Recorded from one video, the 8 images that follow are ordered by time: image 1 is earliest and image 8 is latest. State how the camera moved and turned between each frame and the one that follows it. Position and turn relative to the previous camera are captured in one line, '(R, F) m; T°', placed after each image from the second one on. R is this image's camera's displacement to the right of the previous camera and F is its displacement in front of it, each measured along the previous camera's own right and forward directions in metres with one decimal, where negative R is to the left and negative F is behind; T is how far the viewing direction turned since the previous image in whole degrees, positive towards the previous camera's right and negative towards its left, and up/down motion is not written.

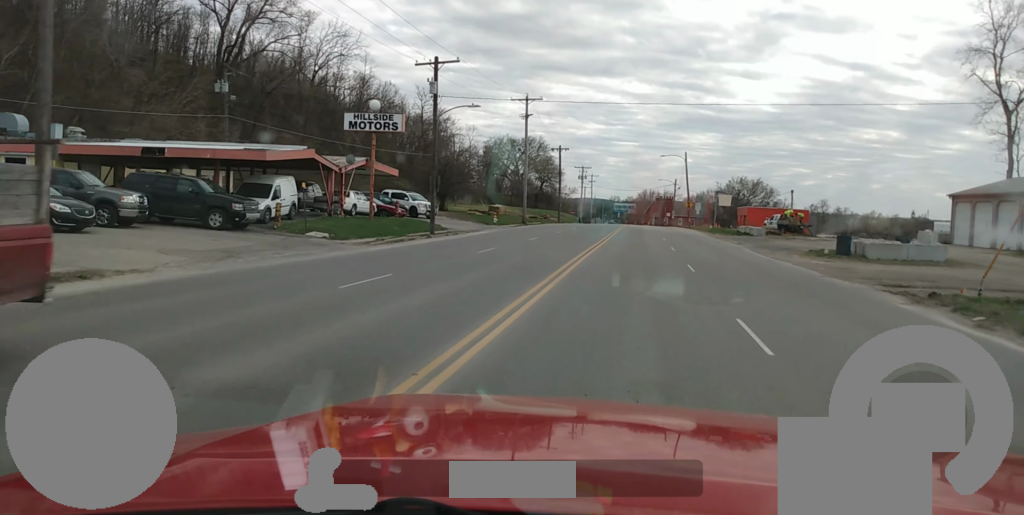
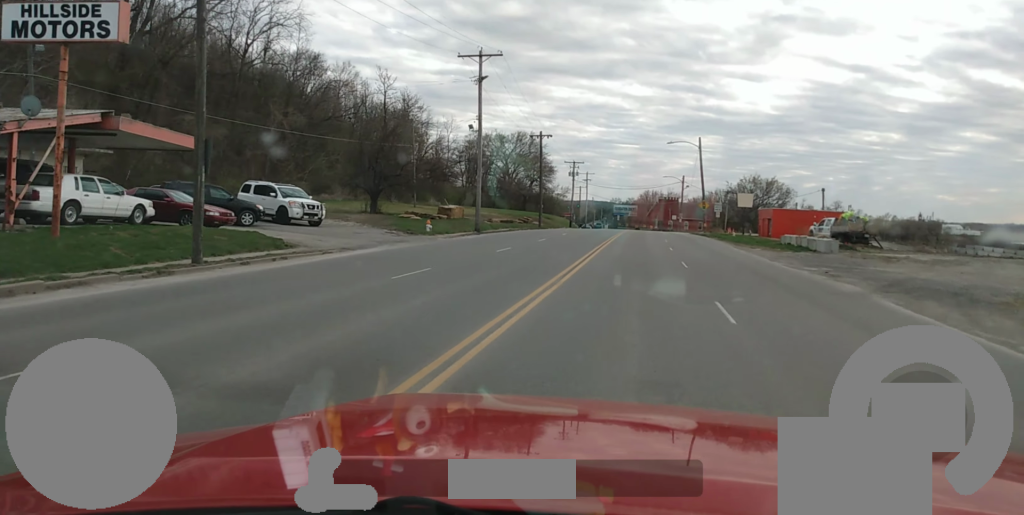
(+0.3, +22.2) m; 0°
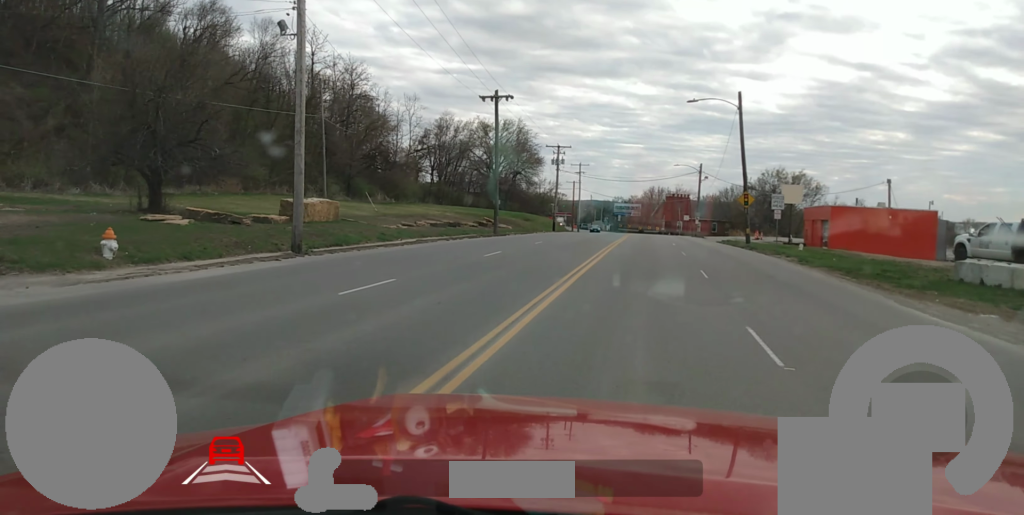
(-0.6, +28.3) m; -1°
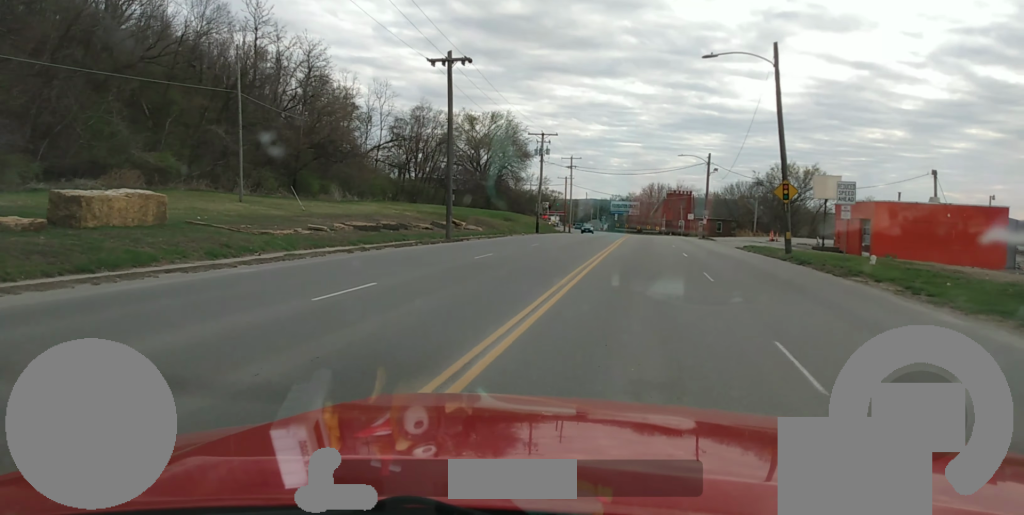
(+0.3, +13.4) m; 0°
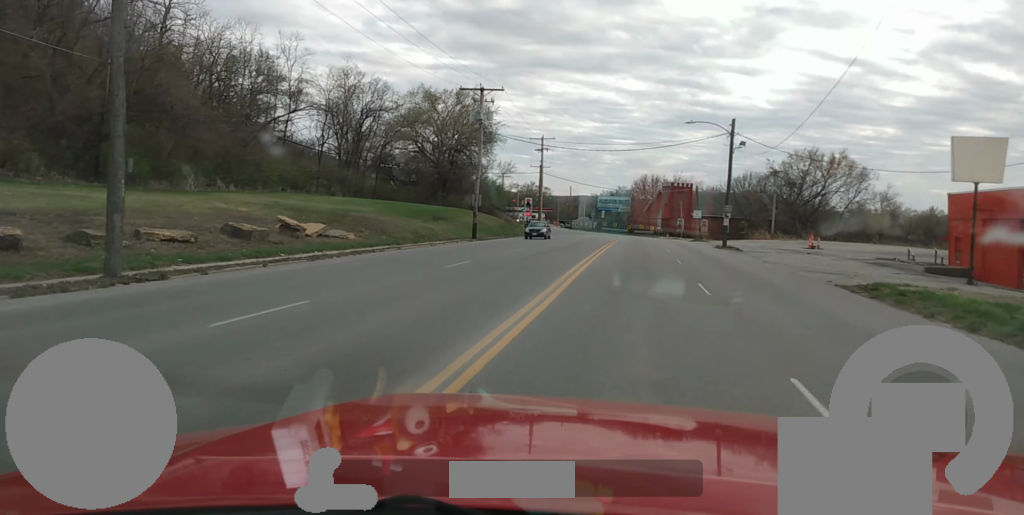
(-0.3, +27.7) m; -1°
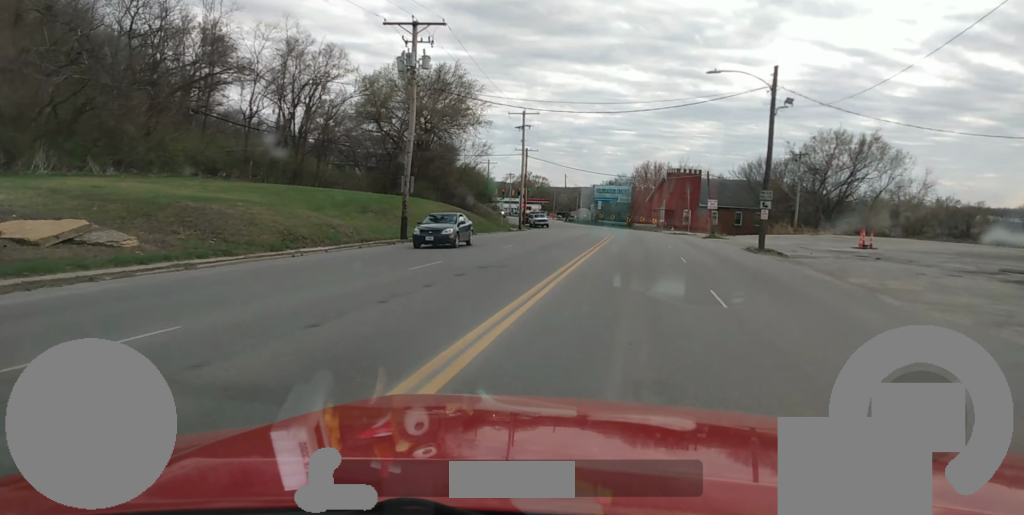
(-0.1, +16.7) m; -1°
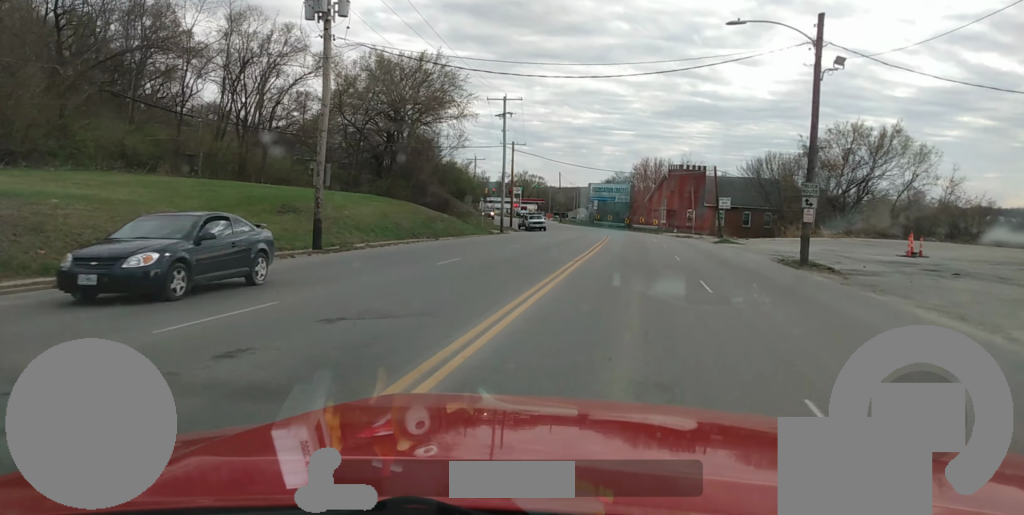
(-0.1, +9.5) m; -1°
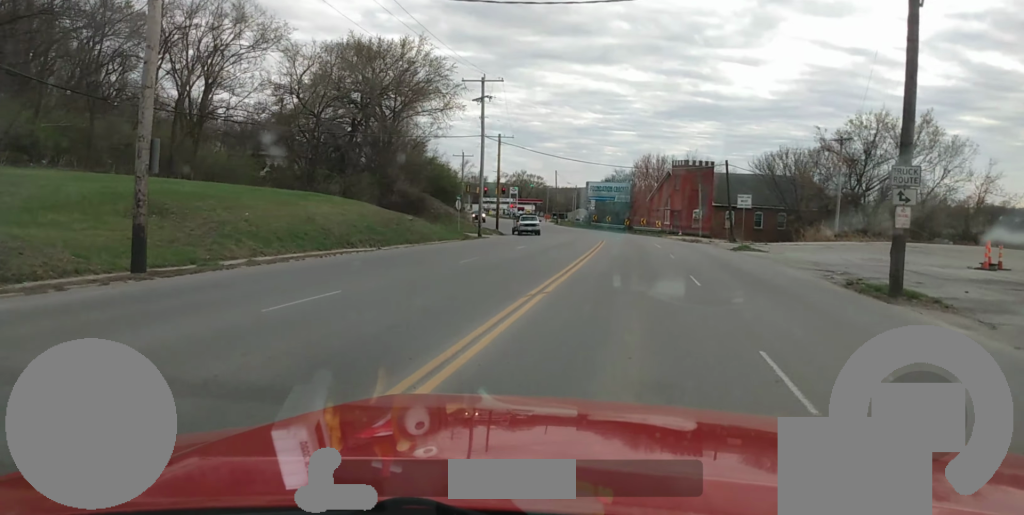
(0.0, +10.0) m; +1°
